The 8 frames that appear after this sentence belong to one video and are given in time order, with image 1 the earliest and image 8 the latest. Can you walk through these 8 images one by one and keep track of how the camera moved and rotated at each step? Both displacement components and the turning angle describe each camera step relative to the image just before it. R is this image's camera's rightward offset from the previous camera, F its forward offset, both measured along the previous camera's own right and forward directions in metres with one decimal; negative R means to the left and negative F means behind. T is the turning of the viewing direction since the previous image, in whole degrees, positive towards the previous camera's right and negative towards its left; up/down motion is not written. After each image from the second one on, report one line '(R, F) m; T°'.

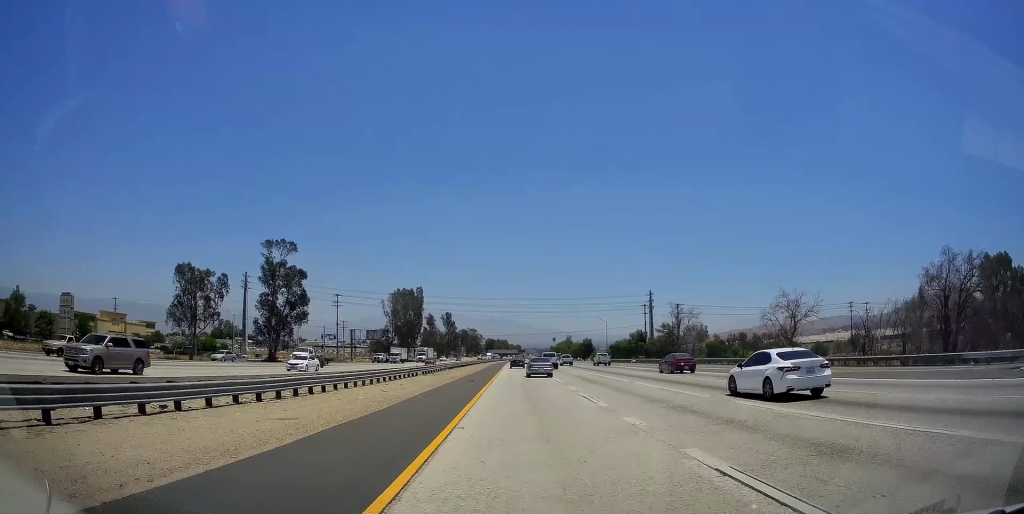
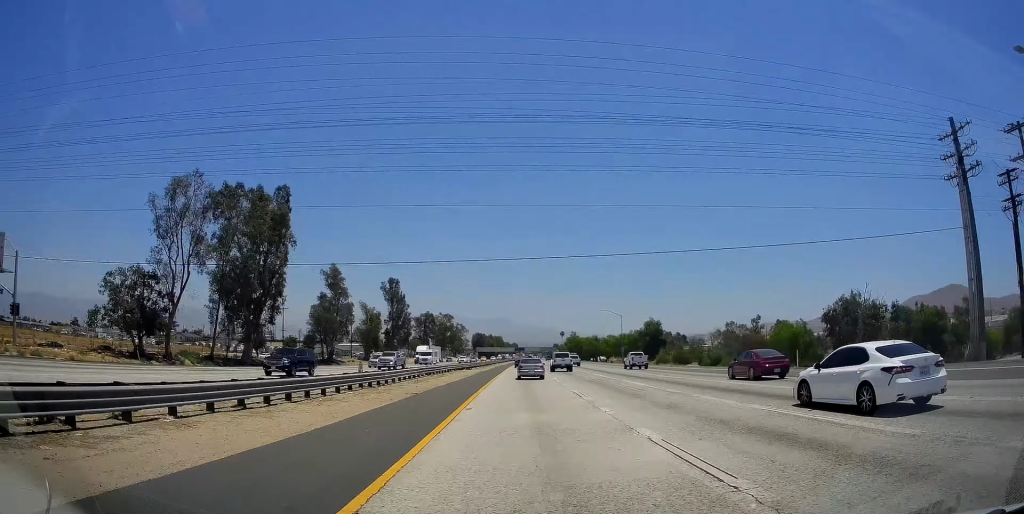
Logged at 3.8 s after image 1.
(-0.3, +128.0) m; +1°
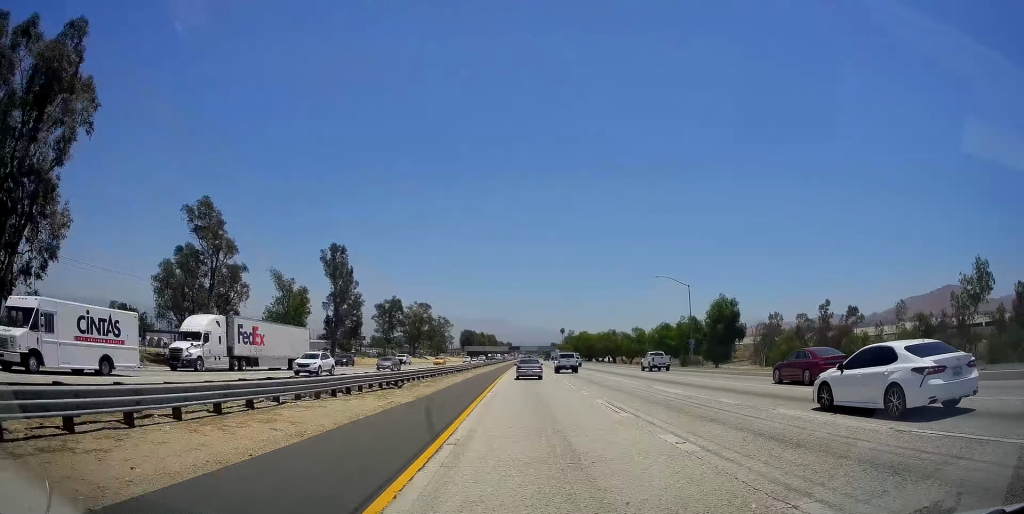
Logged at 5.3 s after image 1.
(+0.5, +50.3) m; +1°
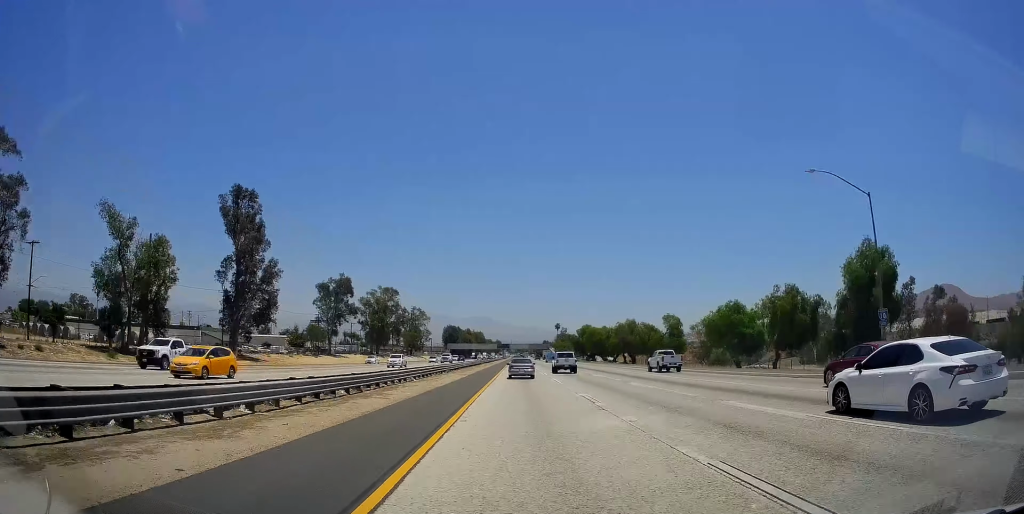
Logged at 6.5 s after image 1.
(+0.3, +39.7) m; 0°
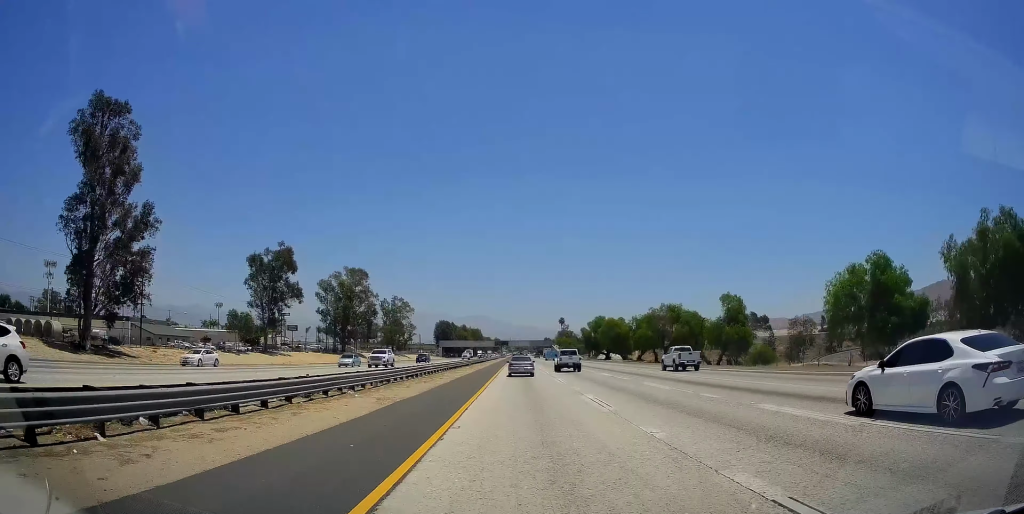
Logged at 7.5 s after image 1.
(+0.1, +31.8) m; 0°
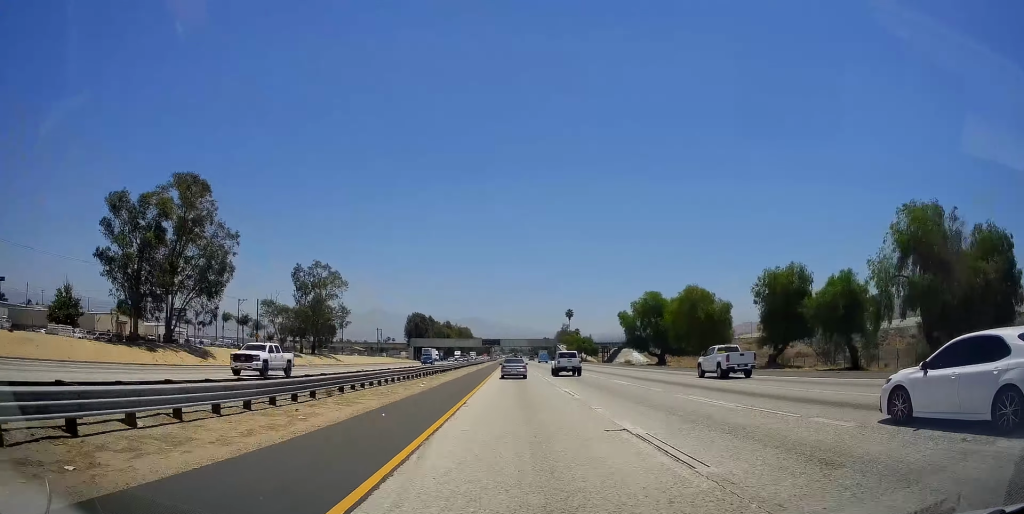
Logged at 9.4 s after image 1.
(+0.1, +66.9) m; 0°
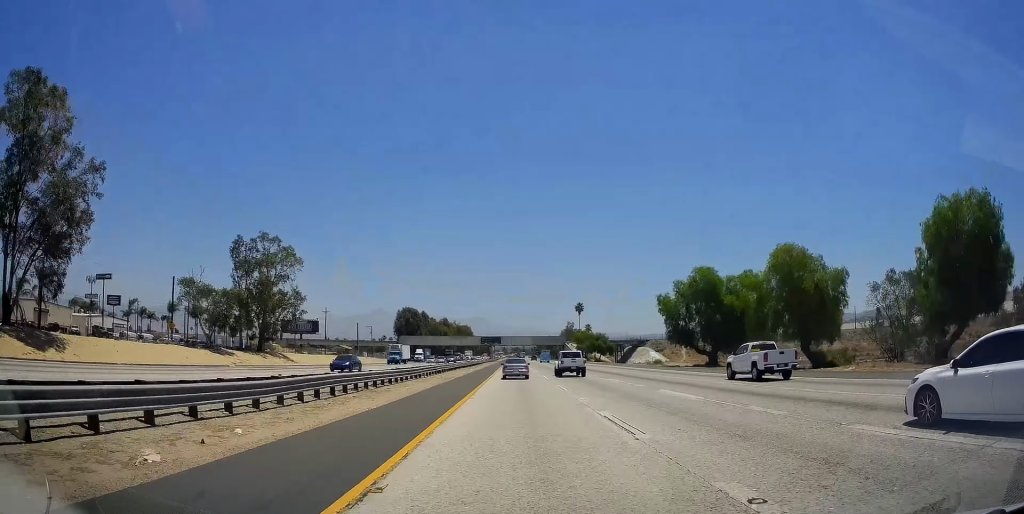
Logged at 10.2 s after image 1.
(0.0, +25.1) m; 0°
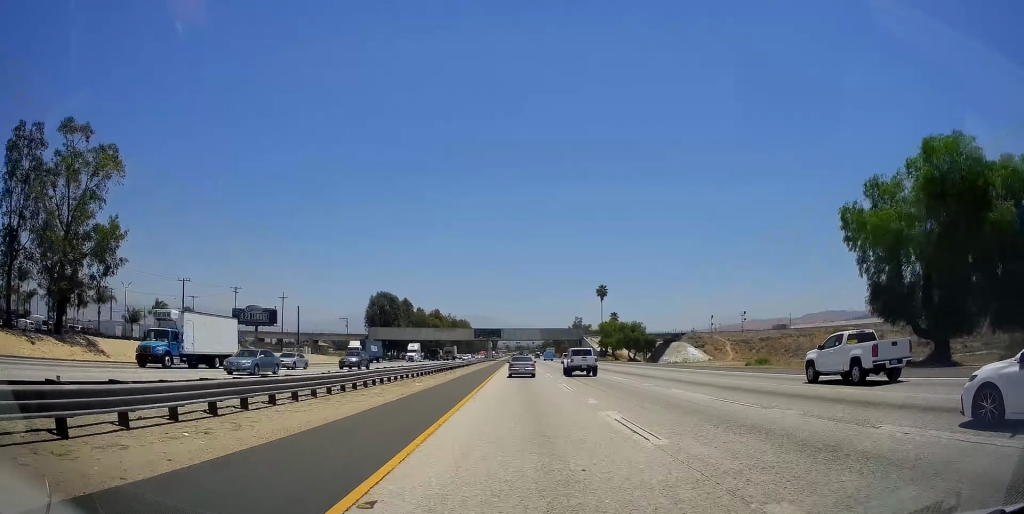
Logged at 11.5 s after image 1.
(0.0, +45.9) m; 0°
